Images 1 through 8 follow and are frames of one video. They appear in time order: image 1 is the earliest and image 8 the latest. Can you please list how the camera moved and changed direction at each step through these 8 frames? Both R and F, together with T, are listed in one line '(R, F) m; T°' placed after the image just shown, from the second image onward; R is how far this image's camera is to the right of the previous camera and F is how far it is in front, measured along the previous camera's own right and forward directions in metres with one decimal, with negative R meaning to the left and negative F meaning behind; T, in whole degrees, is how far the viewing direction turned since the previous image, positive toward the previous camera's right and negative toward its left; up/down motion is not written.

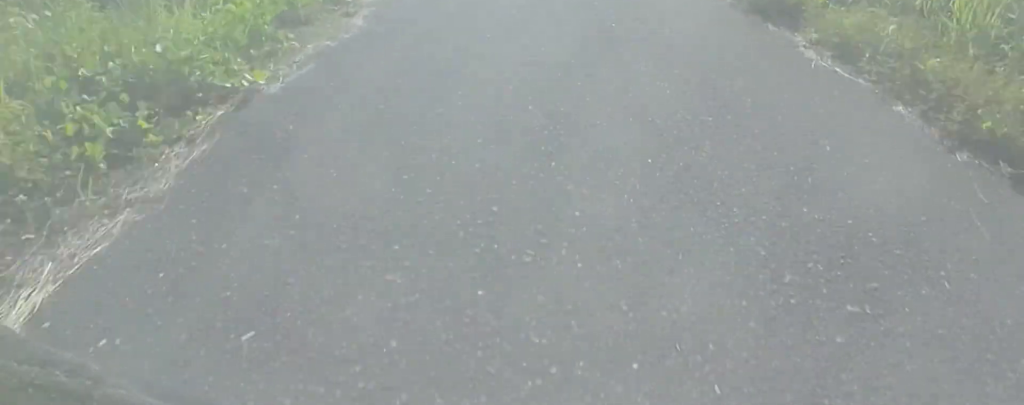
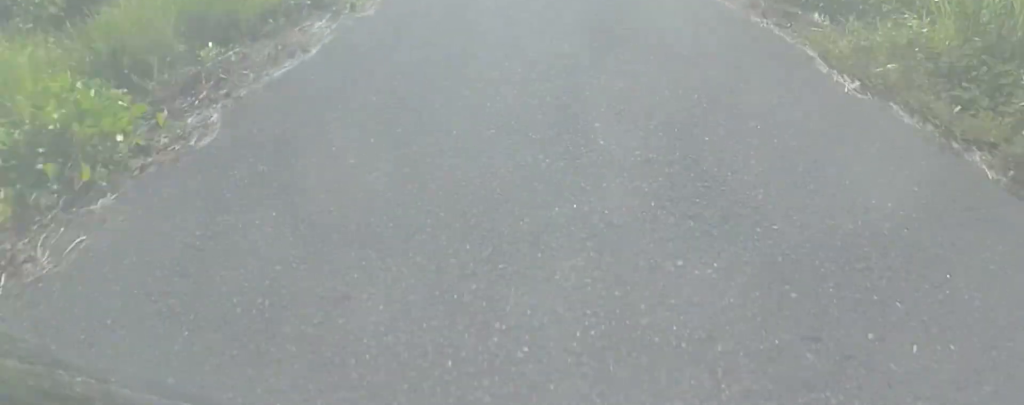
(-0.1, +8.3) m; +1°
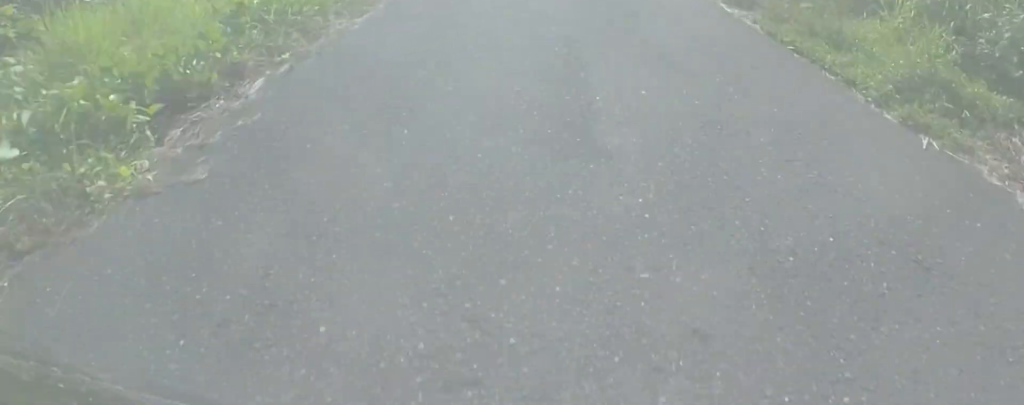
(-0.6, +6.4) m; 0°
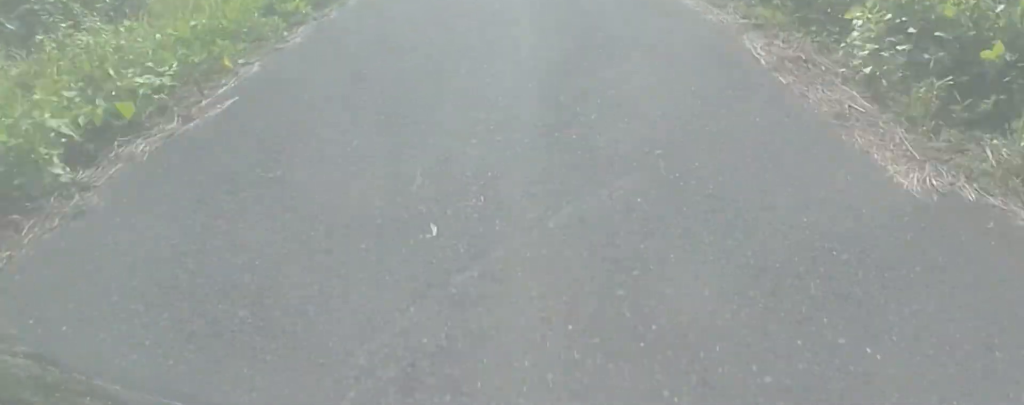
(+2.2, +26.0) m; +1°
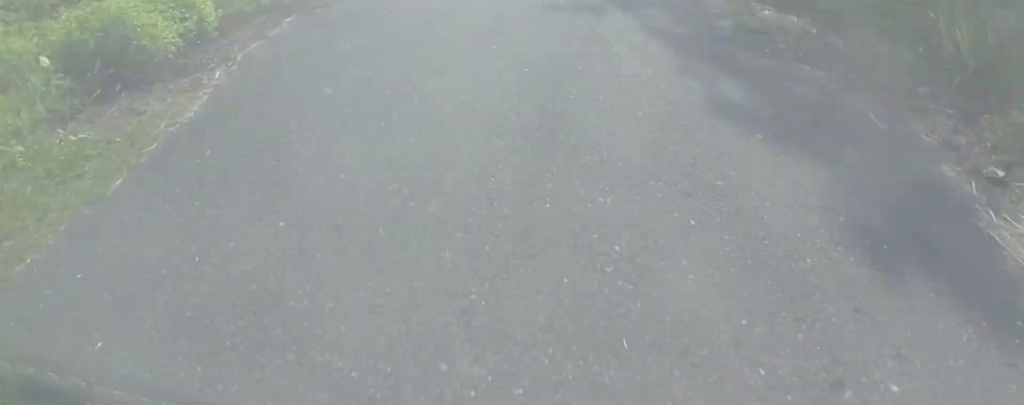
(-0.7, +10.9) m; -3°
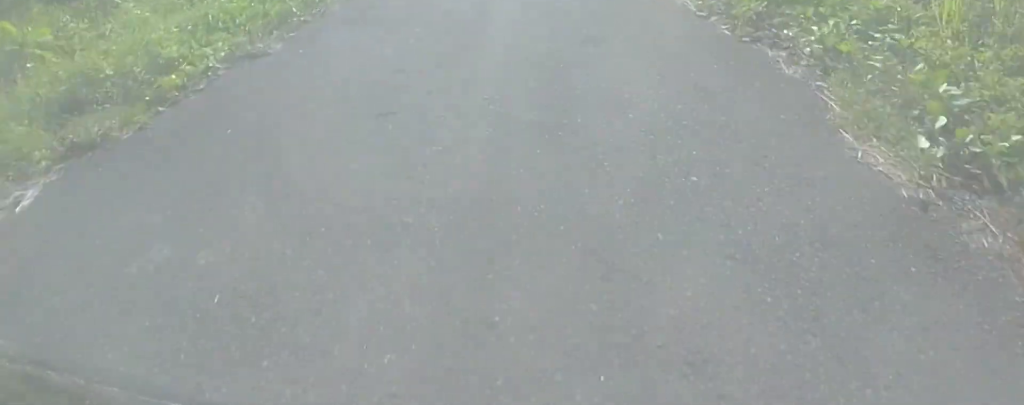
(+0.1, +19.1) m; -1°
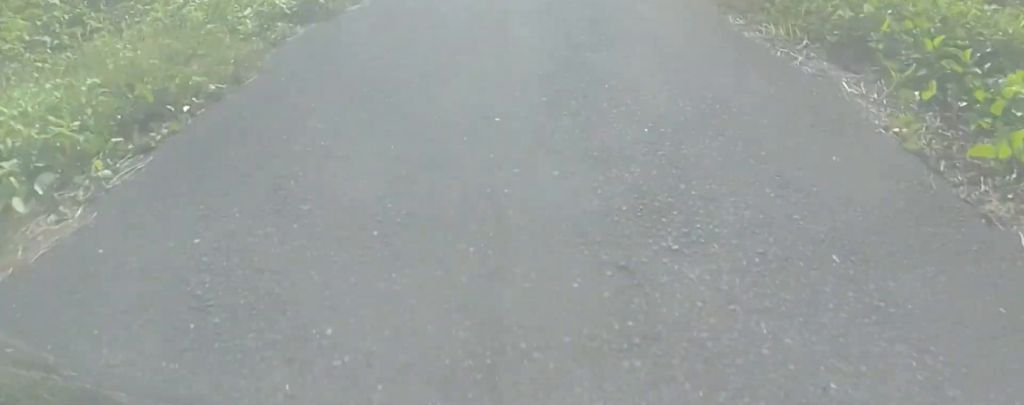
(-0.6, +11.9) m; +2°
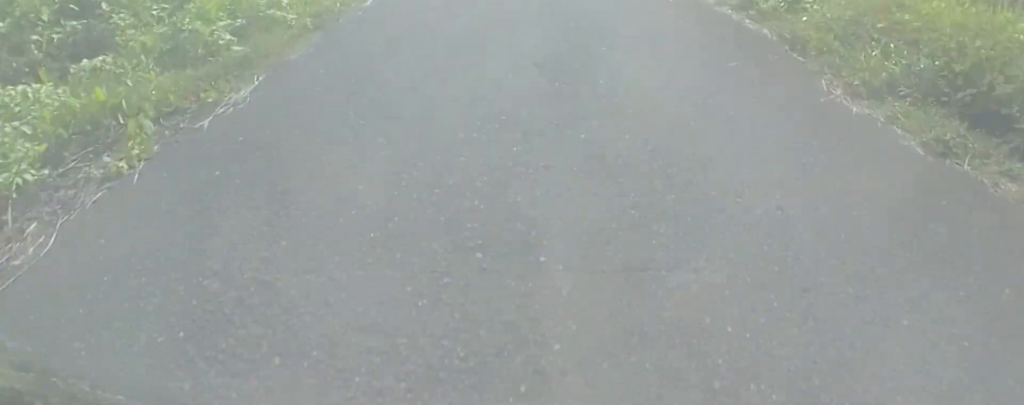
(+0.7, +11.7) m; 0°
